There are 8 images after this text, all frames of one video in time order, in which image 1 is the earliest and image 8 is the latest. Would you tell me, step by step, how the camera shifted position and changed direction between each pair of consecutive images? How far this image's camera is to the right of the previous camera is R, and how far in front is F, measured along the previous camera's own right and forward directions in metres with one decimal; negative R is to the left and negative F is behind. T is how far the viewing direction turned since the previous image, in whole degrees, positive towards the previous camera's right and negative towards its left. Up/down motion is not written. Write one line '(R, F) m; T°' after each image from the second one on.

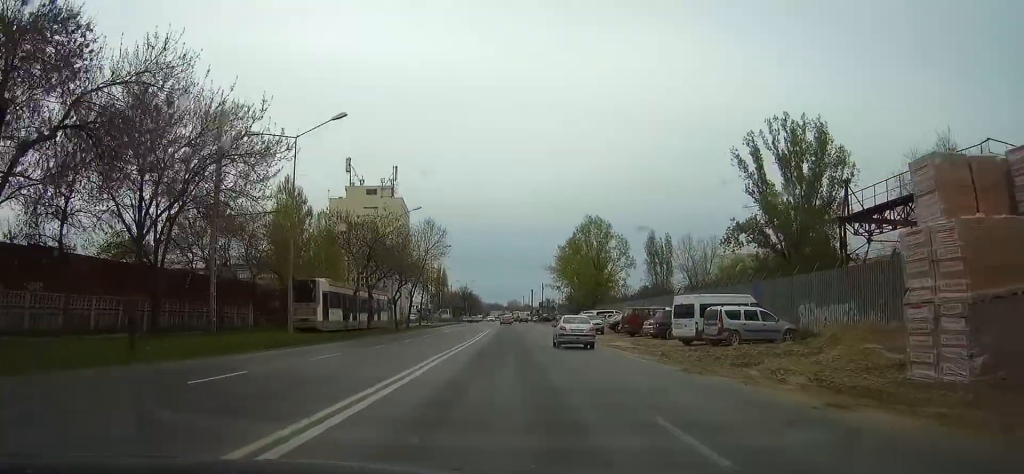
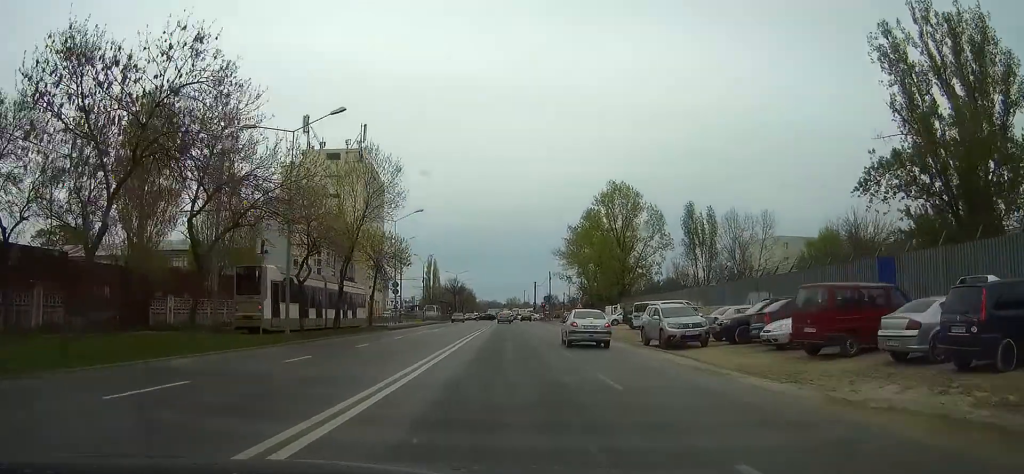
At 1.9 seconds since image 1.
(+0.2, +29.7) m; 0°
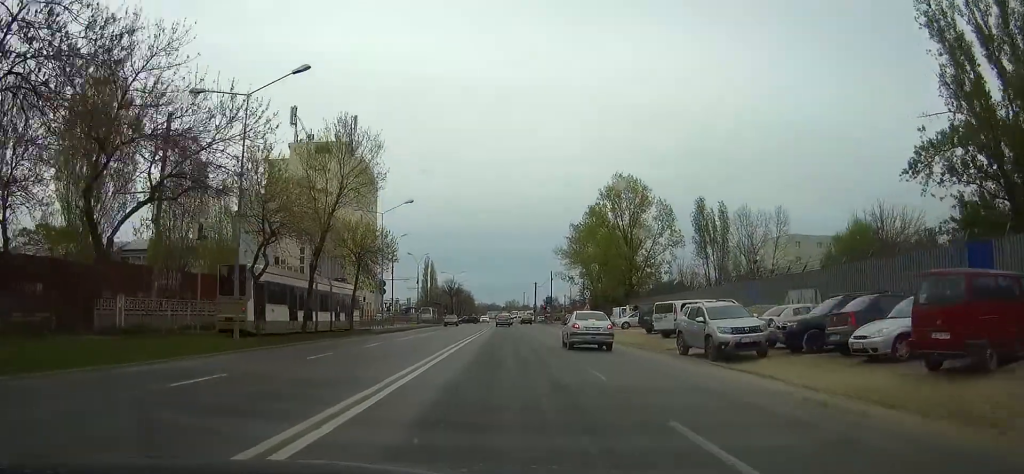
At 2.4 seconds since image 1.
(0.0, +6.3) m; 0°
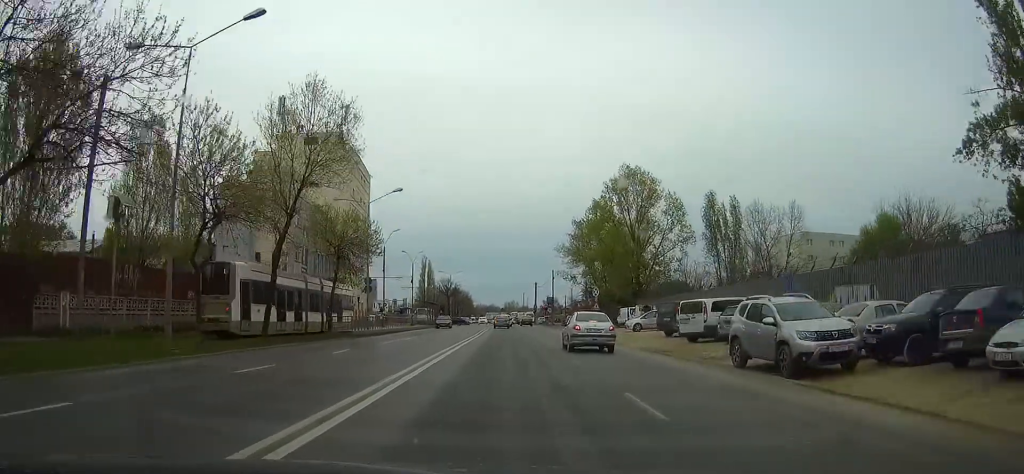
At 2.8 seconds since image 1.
(0.0, +5.6) m; 0°
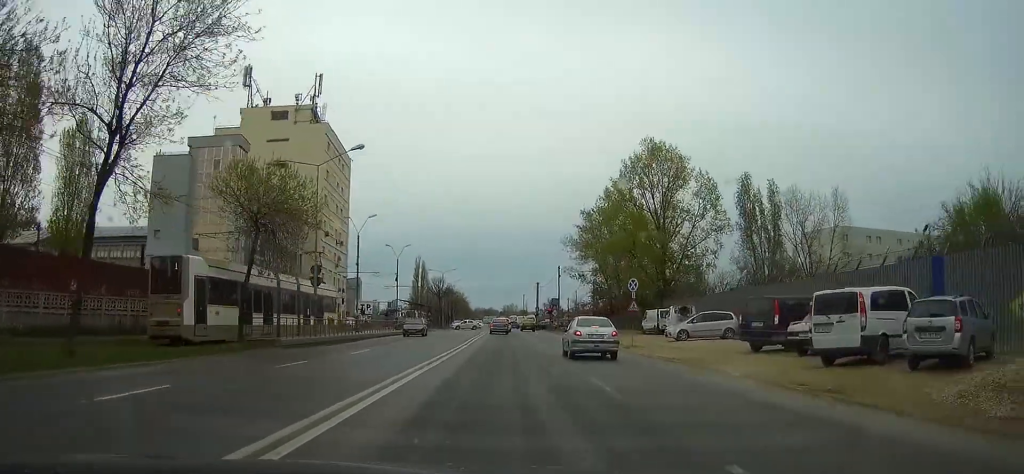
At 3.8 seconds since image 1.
(-0.1, +14.2) m; 0°
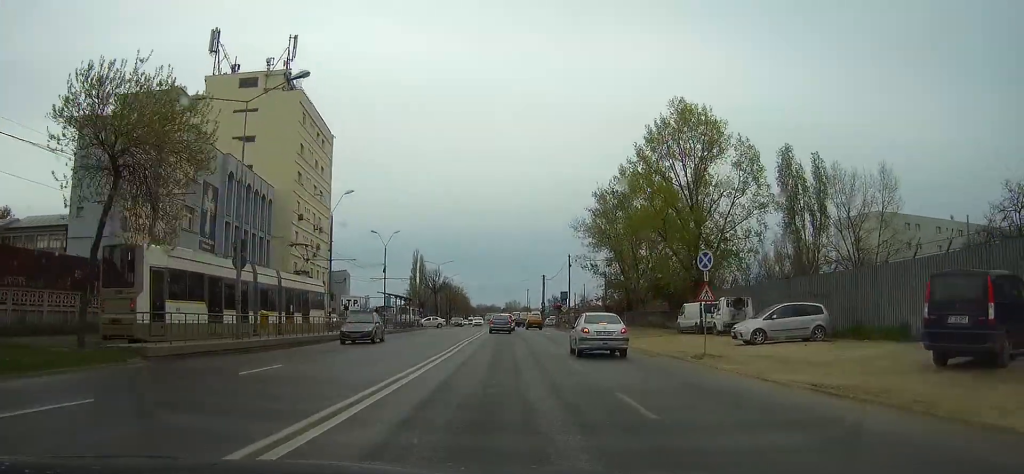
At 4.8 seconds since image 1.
(+0.1, +11.8) m; 0°
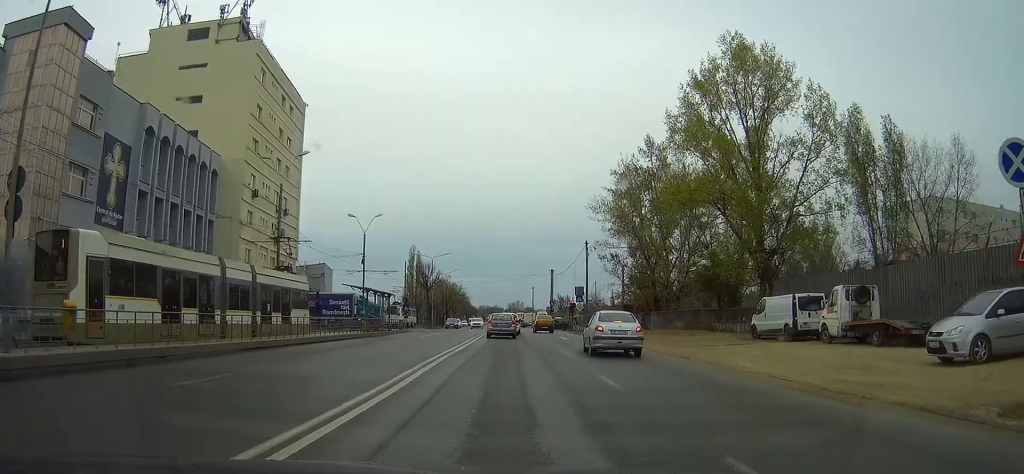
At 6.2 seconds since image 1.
(-0.1, +14.5) m; -2°
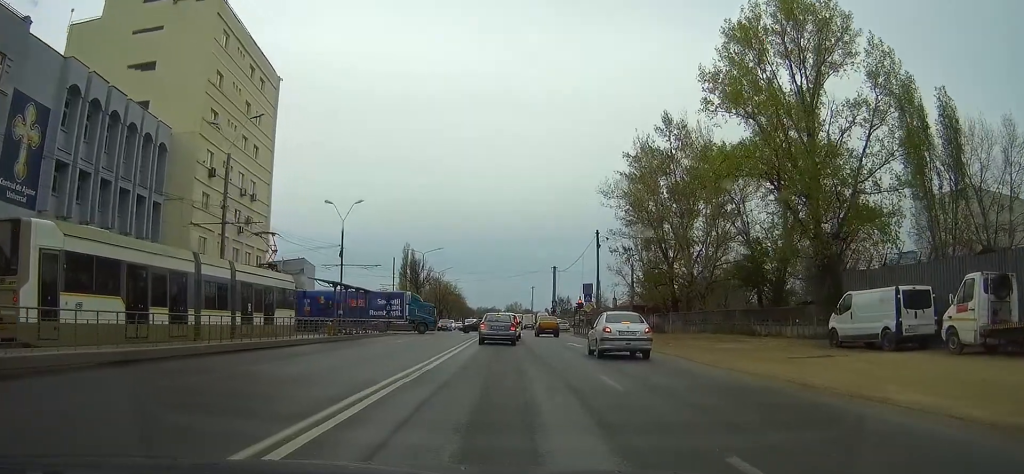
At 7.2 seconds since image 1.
(-0.2, +9.0) m; -2°
